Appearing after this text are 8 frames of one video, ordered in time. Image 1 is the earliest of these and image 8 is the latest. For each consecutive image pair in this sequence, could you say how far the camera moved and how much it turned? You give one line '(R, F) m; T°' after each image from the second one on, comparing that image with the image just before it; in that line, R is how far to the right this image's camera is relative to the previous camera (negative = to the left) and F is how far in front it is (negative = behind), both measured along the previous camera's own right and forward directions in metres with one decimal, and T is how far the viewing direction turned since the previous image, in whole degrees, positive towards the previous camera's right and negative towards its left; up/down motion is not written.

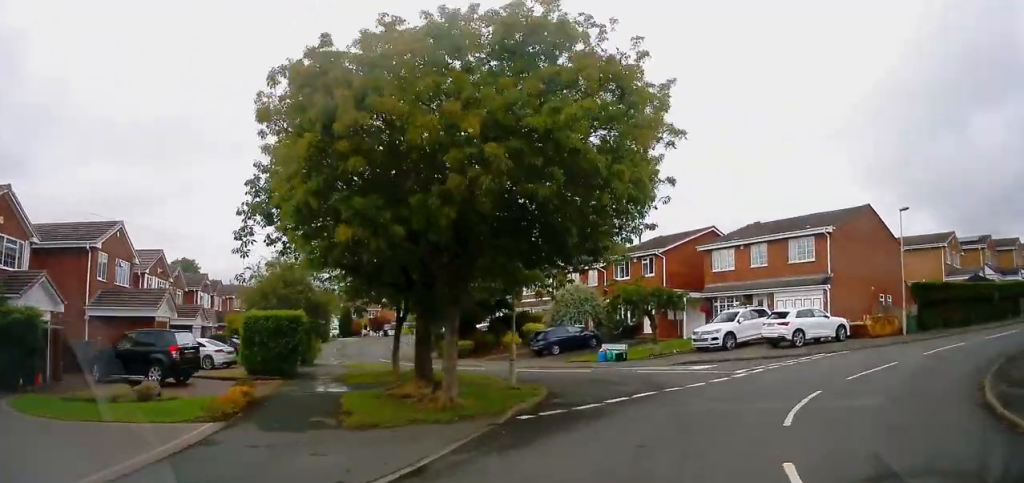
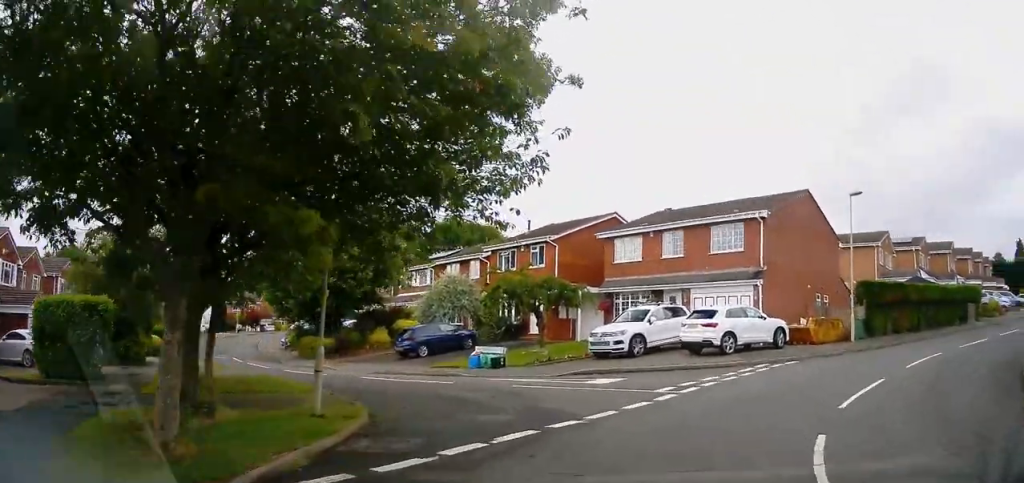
(+0.1, +5.4) m; +9°
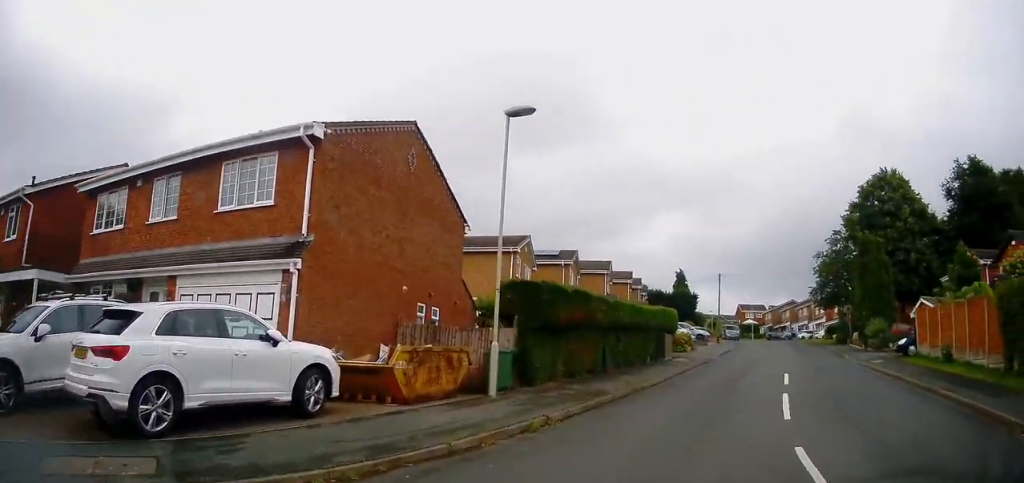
(+3.7, +12.1) m; +33°
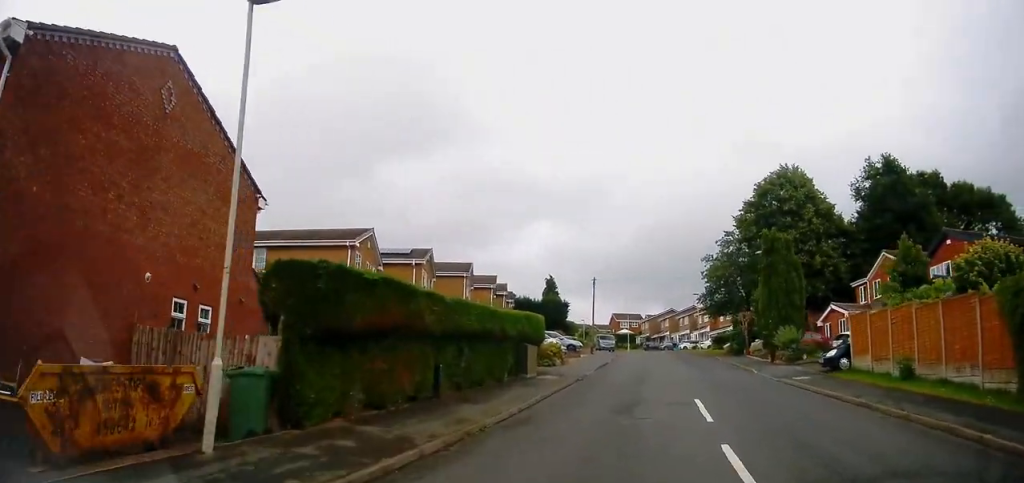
(+0.6, +5.4) m; +11°
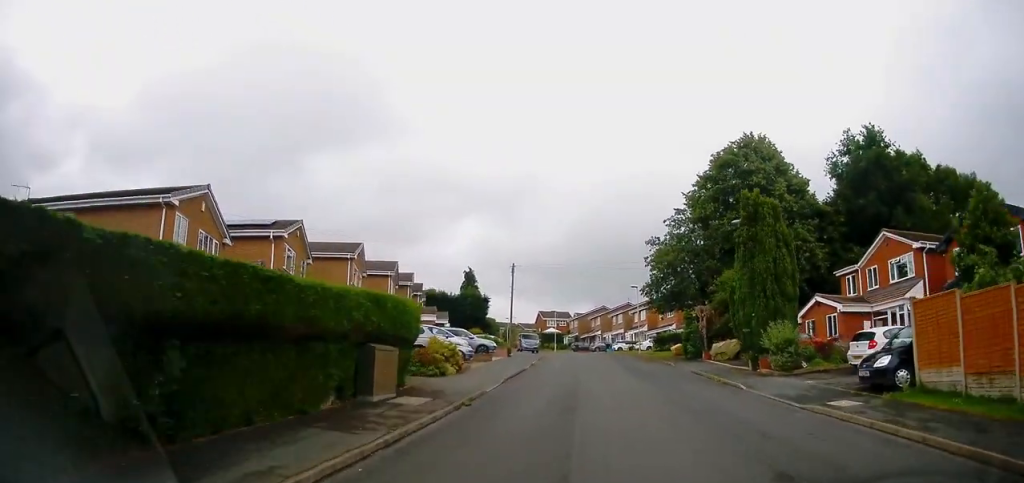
(+0.8, +8.7) m; +9°
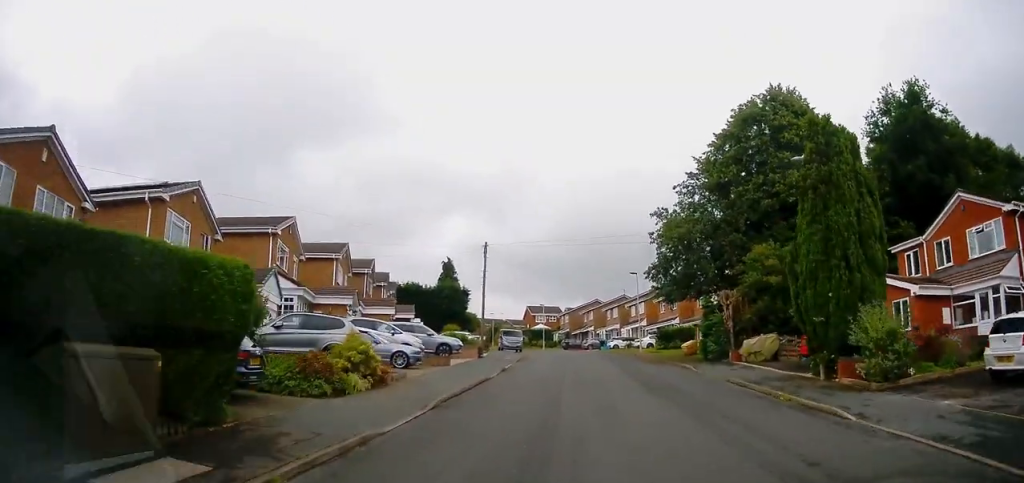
(+0.5, +8.1) m; +4°
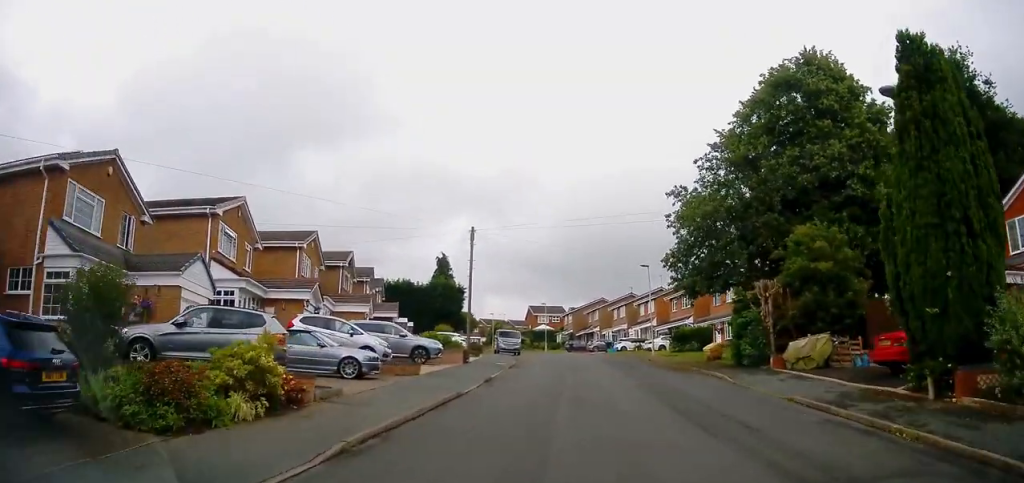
(+0.2, +5.0) m; -1°
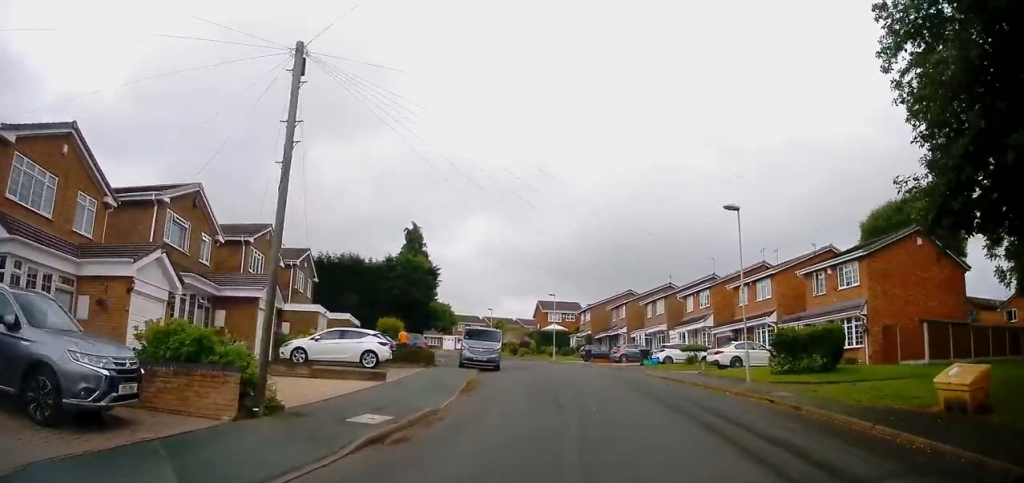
(-0.4, +19.4) m; -3°
